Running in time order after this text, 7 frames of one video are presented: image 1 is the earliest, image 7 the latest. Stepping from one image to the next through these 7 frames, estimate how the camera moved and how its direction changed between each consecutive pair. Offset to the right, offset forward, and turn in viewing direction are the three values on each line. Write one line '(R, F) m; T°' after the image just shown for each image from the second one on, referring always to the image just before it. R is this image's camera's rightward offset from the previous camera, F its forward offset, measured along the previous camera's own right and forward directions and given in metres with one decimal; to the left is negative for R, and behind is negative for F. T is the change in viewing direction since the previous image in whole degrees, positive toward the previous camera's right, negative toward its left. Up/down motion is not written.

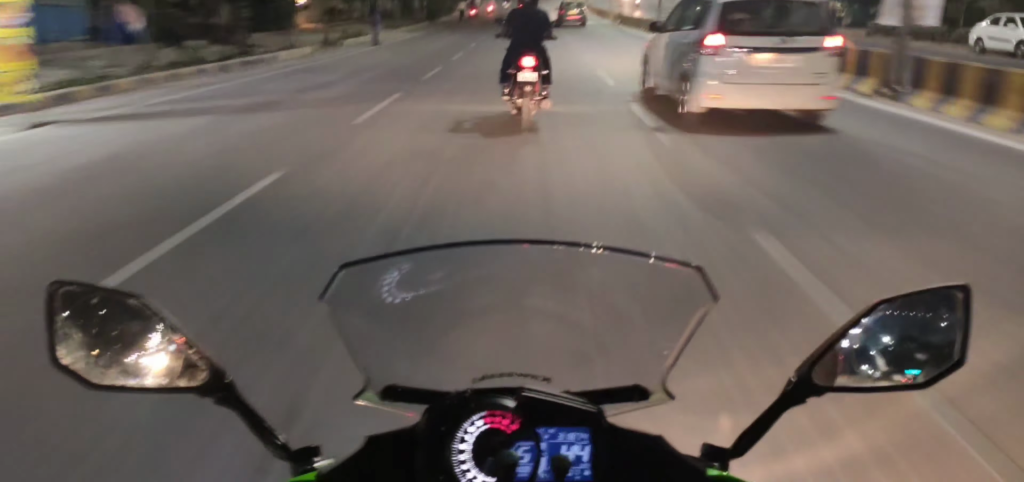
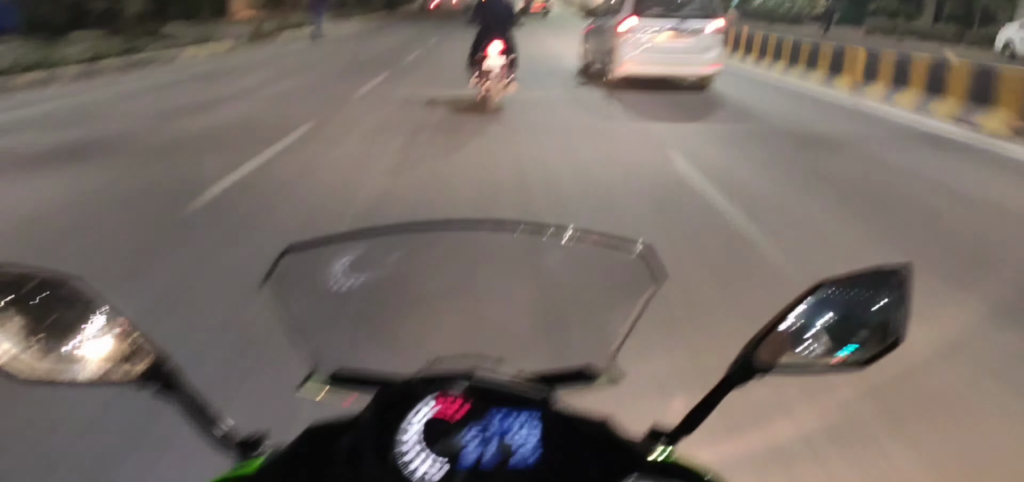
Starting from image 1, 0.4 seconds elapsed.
(0.0, +4.9) m; 0°
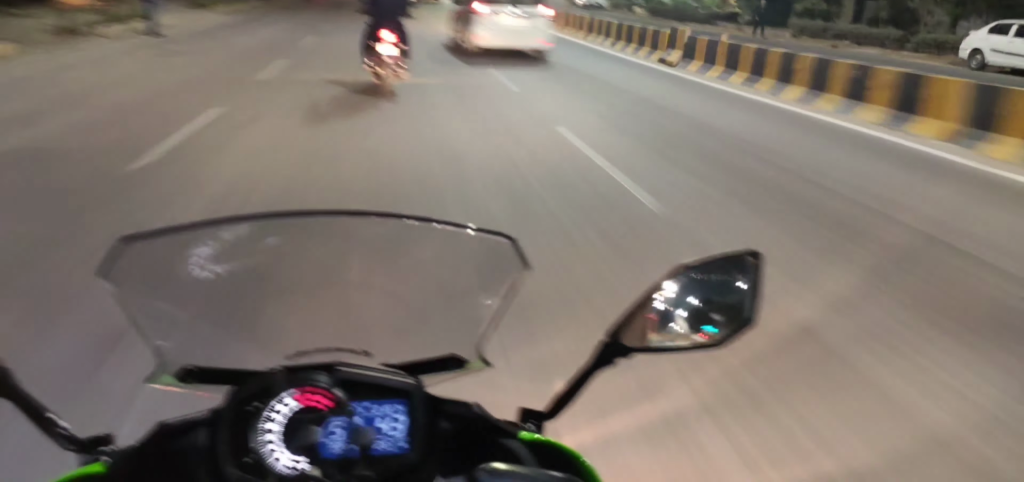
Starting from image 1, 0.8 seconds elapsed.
(0.0, +4.8) m; 0°
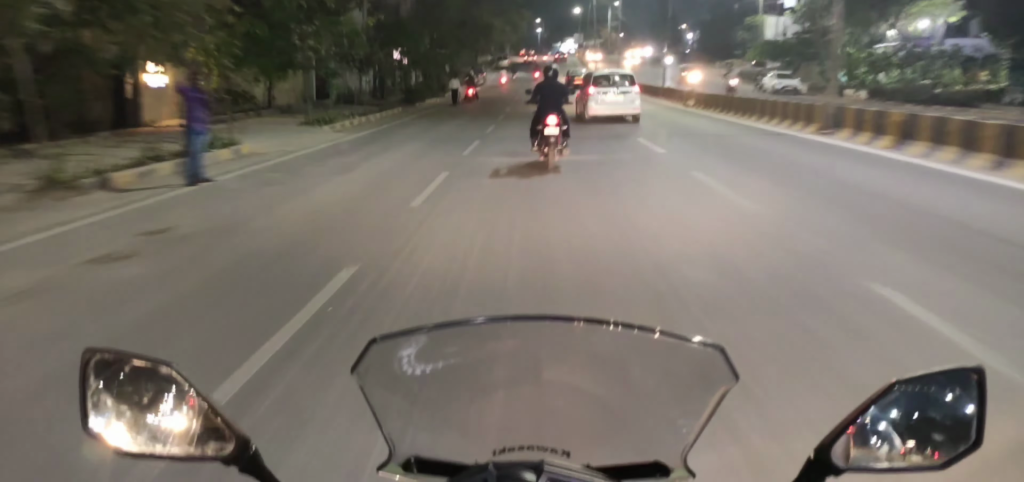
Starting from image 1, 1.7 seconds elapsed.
(0.0, +9.8) m; 0°
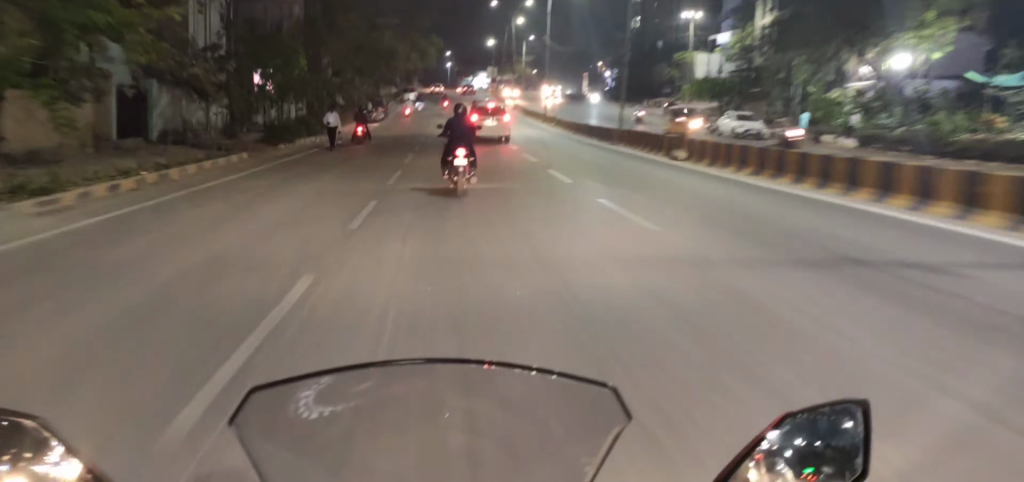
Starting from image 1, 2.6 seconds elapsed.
(+0.1, +11.3) m; 0°
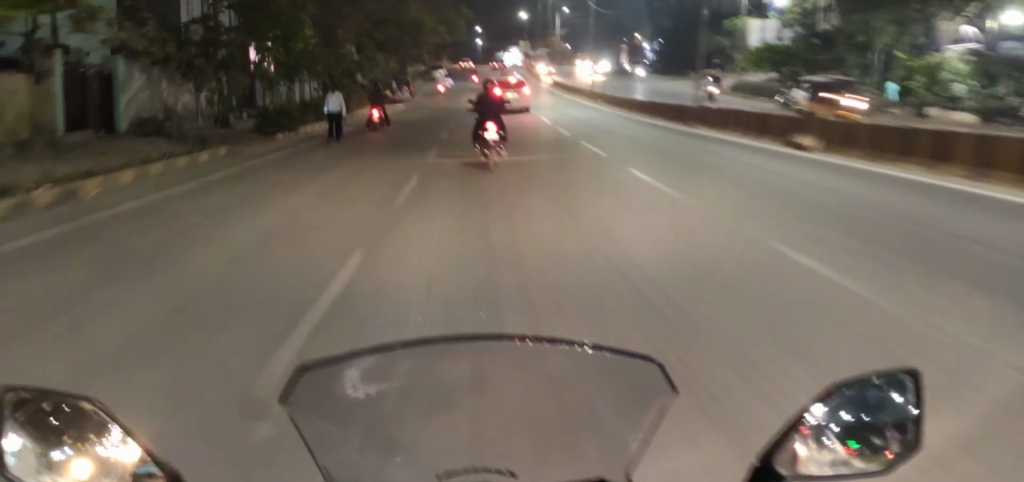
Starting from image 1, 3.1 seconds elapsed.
(0.0, +5.8) m; 0°
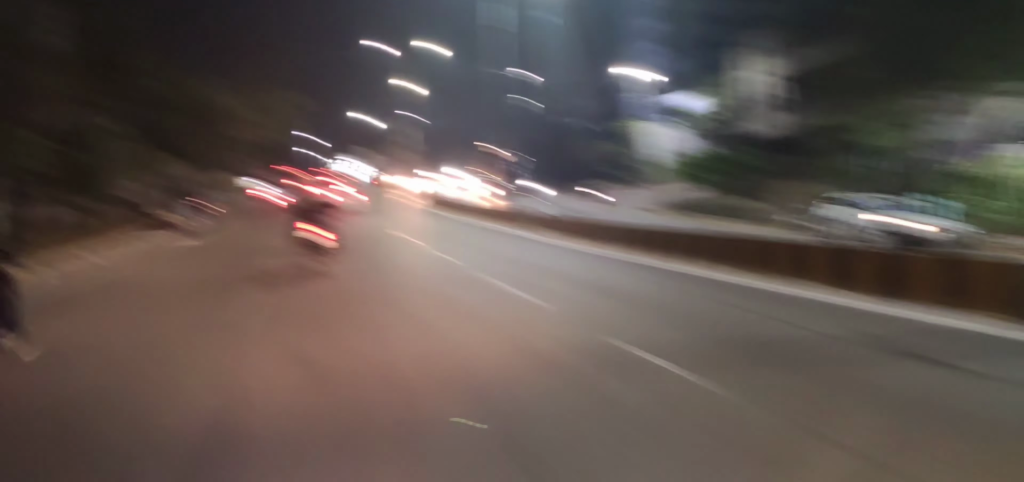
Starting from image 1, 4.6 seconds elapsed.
(+0.1, +17.6) m; +2°
